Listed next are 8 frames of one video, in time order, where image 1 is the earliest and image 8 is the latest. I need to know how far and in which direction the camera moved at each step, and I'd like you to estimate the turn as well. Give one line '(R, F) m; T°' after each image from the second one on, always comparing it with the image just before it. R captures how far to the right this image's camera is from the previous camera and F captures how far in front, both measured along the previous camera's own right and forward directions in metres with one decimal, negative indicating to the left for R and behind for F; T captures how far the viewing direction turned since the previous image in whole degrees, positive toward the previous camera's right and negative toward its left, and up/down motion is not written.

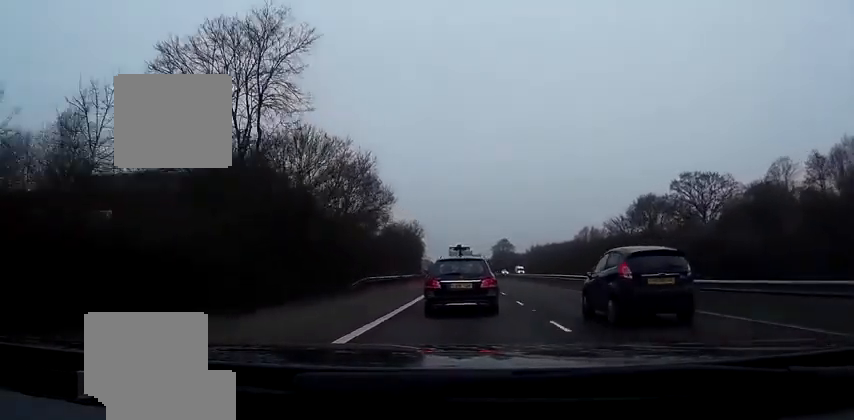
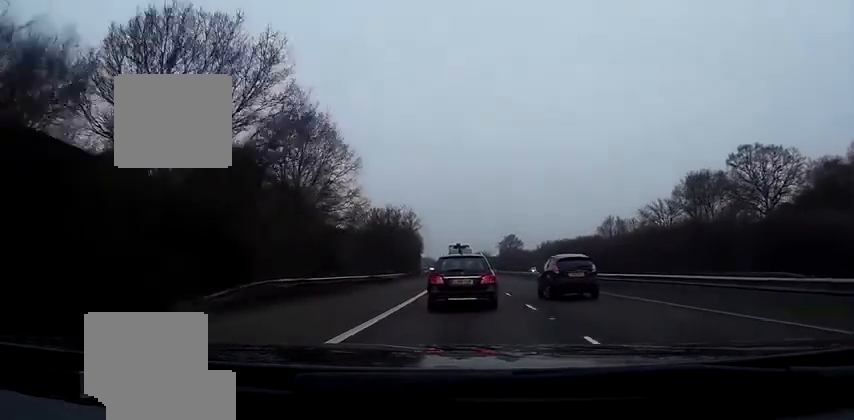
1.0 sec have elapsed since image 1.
(0.0, +21.1) m; 0°
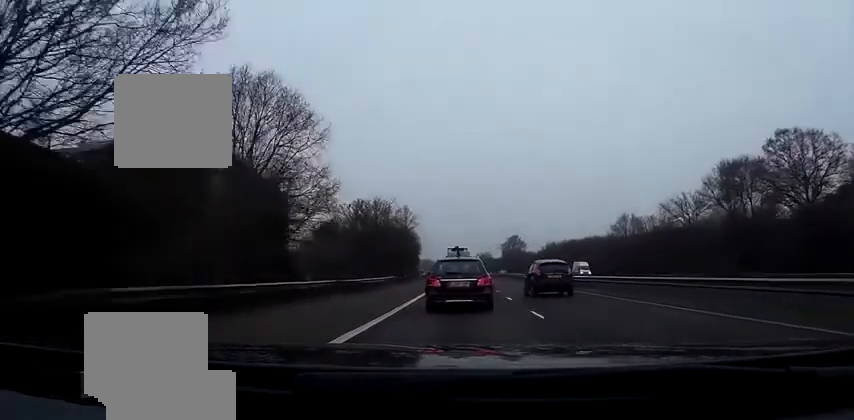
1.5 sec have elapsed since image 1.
(-0.1, +11.0) m; 0°
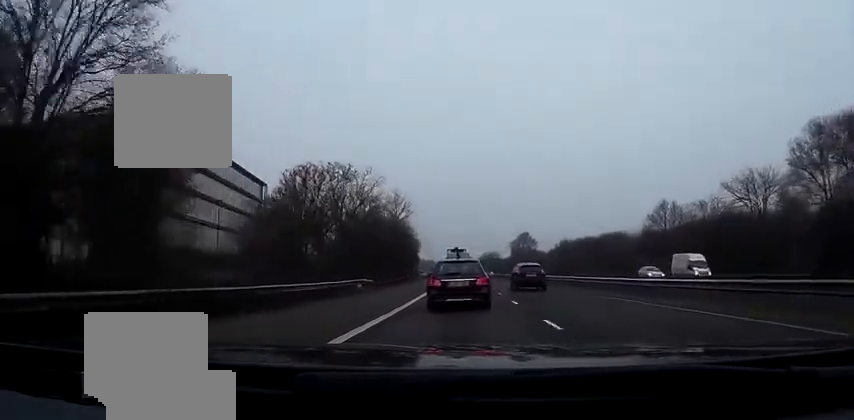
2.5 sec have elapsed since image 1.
(-0.2, +20.7) m; -1°
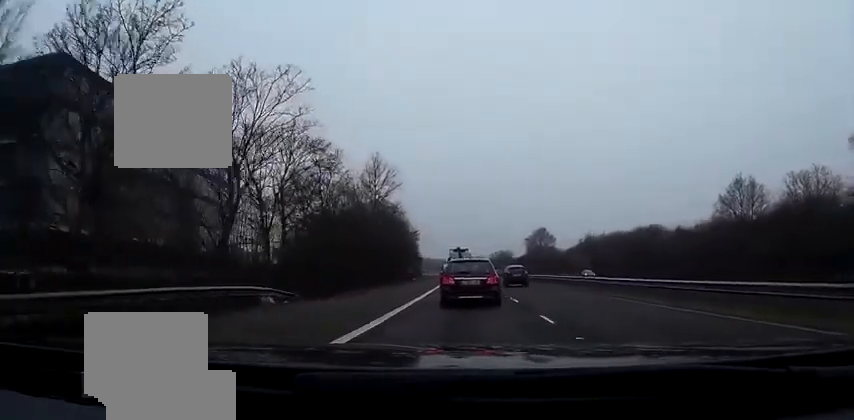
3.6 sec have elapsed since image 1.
(-0.1, +24.8) m; -1°
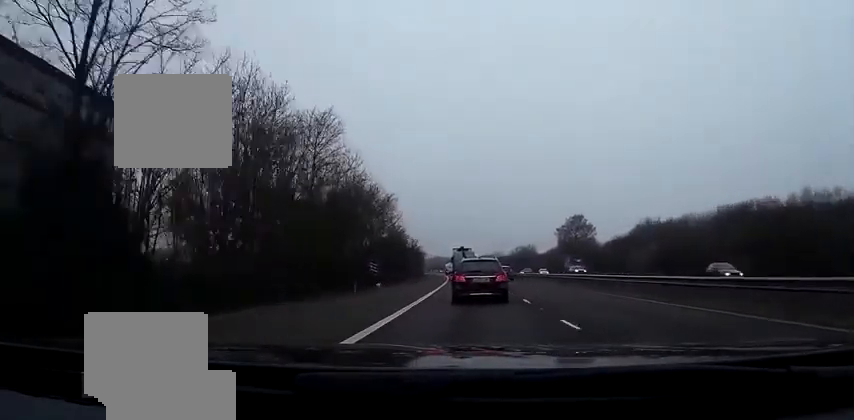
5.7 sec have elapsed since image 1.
(-0.8, +45.1) m; -2°
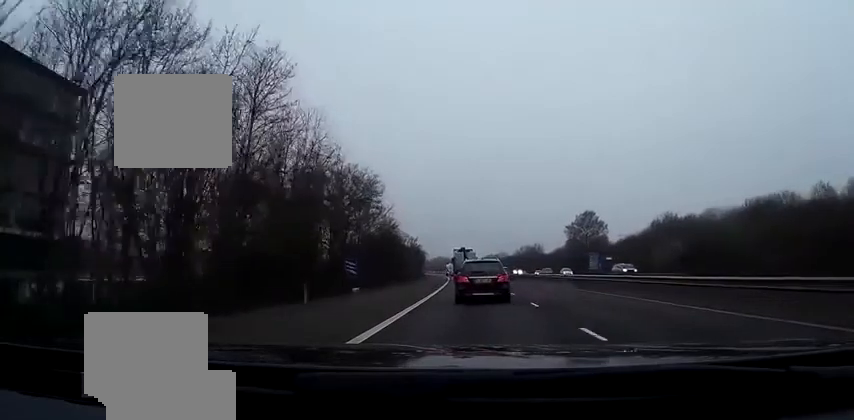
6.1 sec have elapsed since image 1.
(0.0, +10.0) m; 0°
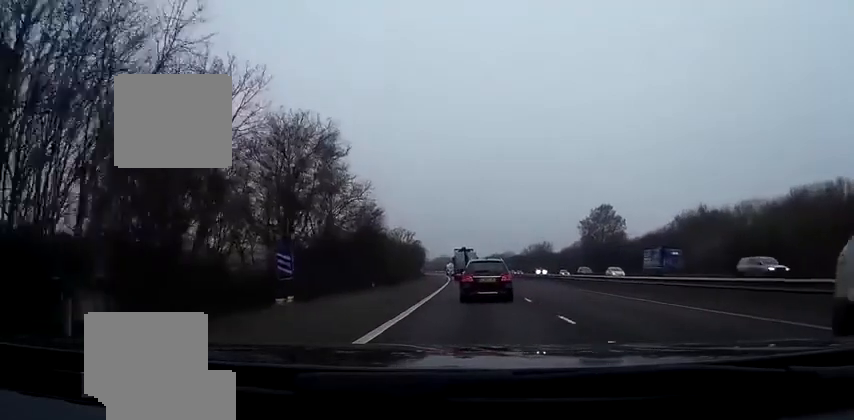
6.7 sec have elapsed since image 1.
(-0.2, +13.8) m; 0°
